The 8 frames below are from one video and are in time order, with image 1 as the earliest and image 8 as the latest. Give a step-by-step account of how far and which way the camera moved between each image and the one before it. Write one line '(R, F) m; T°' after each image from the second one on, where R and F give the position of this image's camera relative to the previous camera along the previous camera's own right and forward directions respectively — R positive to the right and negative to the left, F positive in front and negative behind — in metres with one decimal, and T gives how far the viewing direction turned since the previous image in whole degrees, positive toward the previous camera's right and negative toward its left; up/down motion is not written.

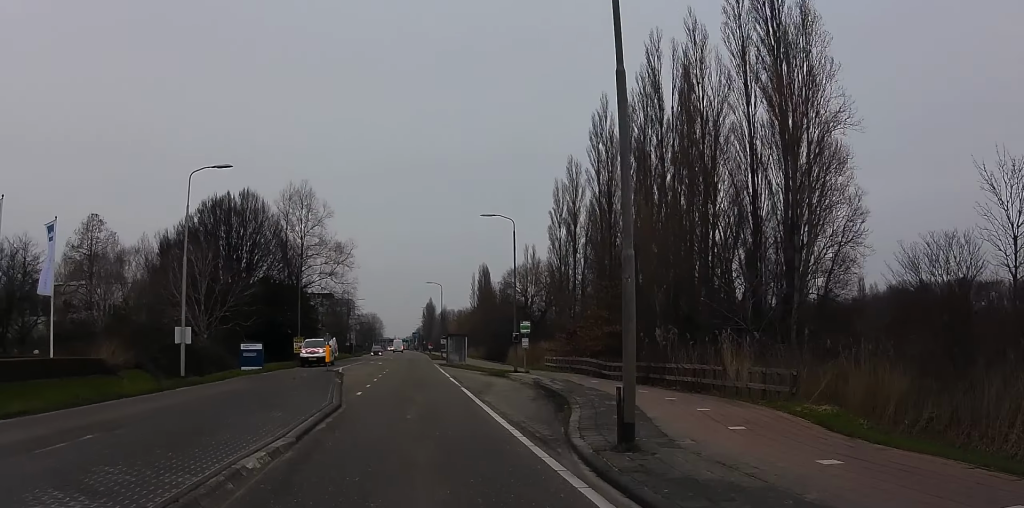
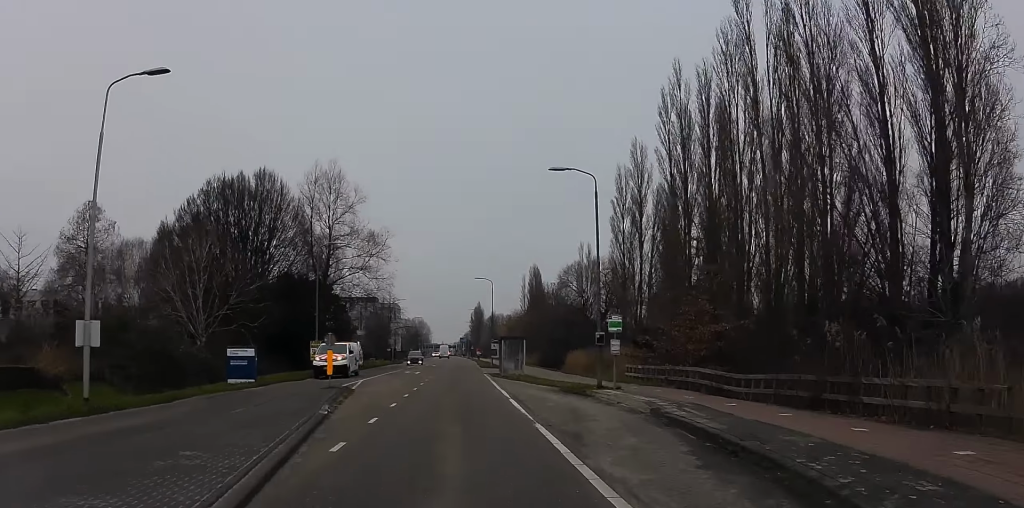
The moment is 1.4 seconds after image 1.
(-0.8, +10.9) m; -7°
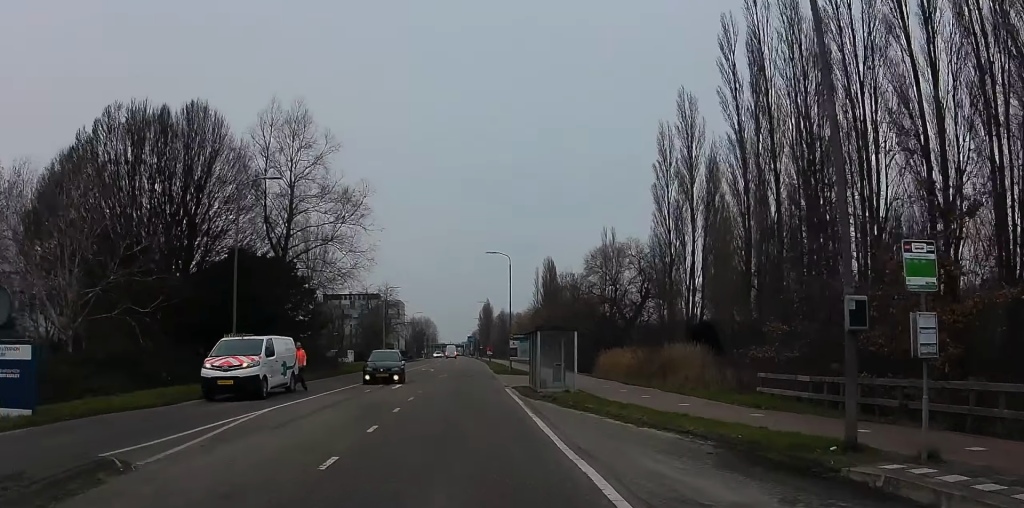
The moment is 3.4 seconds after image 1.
(-0.6, +19.6) m; -3°
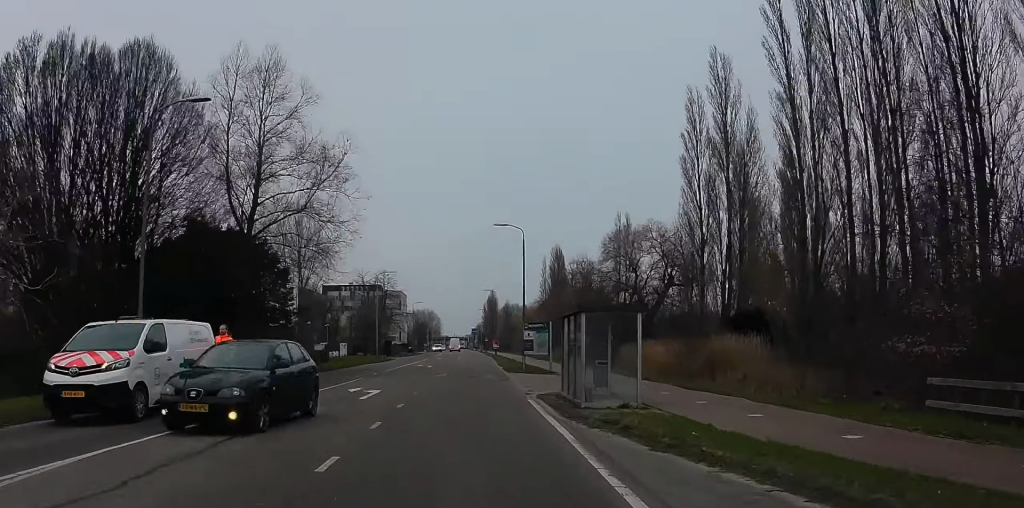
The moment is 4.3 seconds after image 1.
(0.0, +9.6) m; 0°
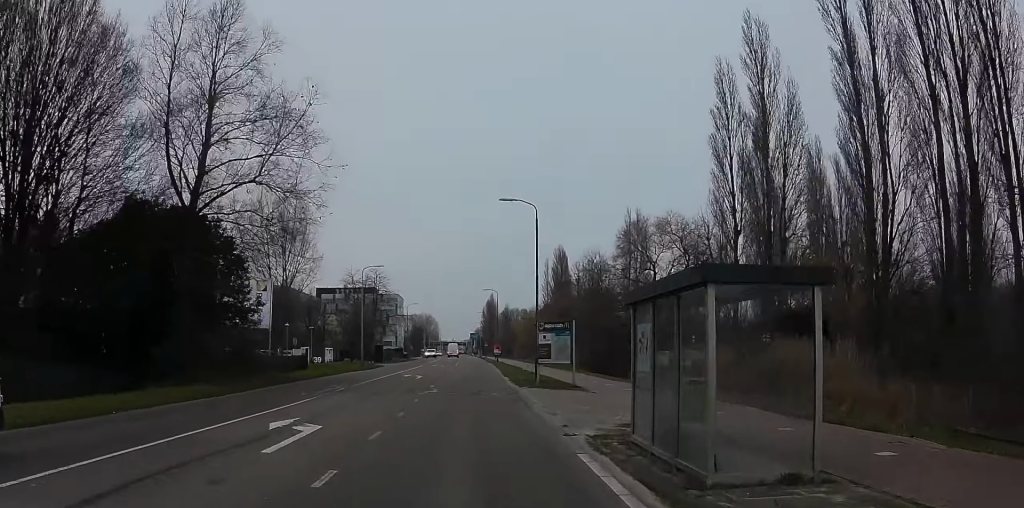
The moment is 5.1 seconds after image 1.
(0.0, +8.8) m; 0°
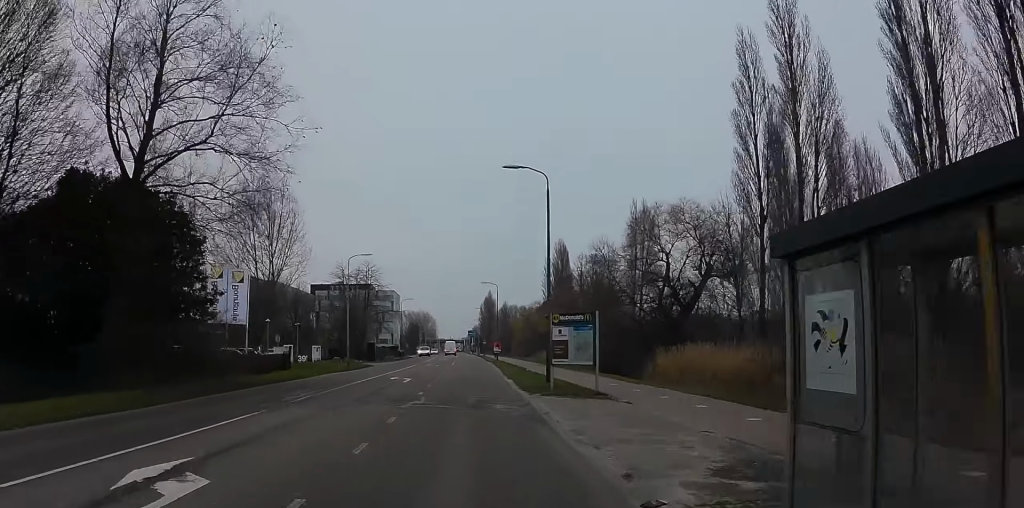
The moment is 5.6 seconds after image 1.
(0.0, +5.4) m; 0°
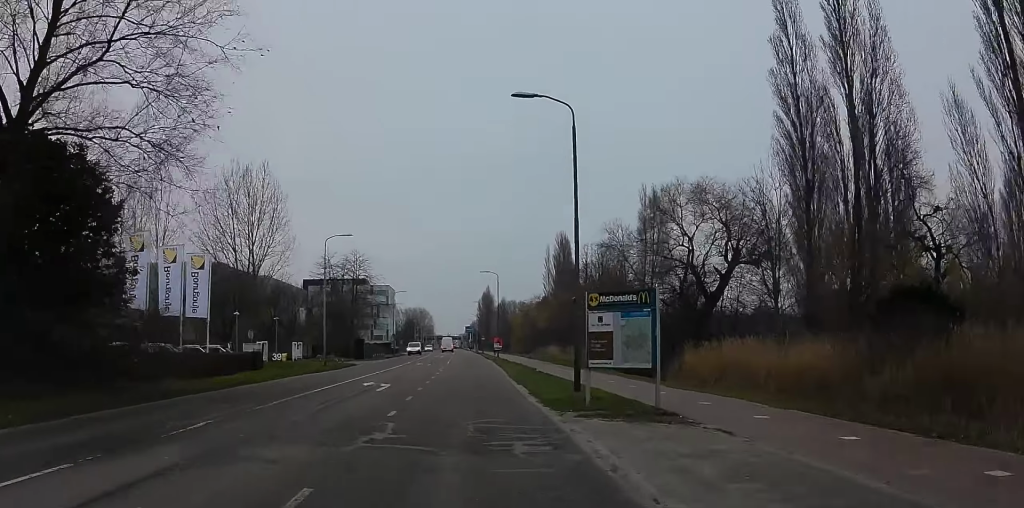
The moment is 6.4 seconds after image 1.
(0.0, +7.7) m; 0°
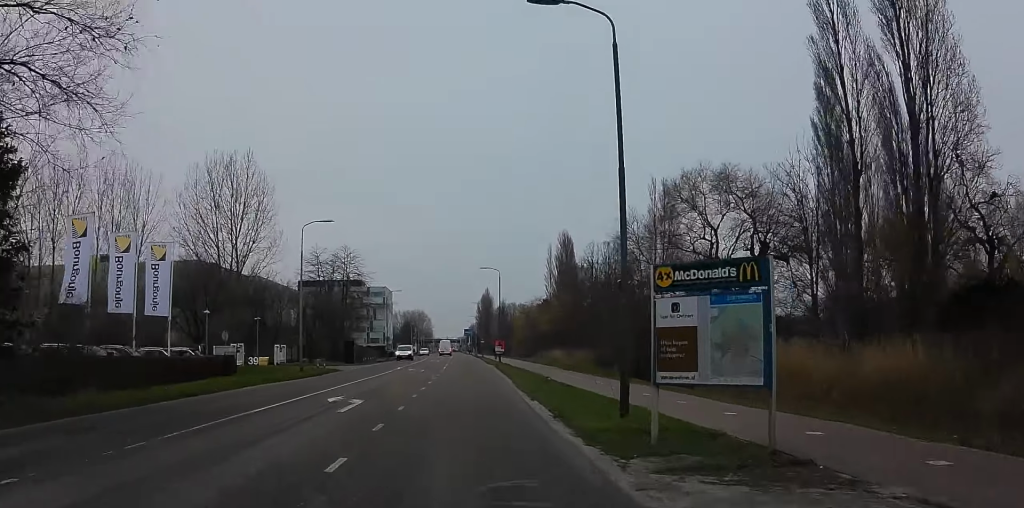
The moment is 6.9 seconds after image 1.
(0.0, +5.7) m; +1°
